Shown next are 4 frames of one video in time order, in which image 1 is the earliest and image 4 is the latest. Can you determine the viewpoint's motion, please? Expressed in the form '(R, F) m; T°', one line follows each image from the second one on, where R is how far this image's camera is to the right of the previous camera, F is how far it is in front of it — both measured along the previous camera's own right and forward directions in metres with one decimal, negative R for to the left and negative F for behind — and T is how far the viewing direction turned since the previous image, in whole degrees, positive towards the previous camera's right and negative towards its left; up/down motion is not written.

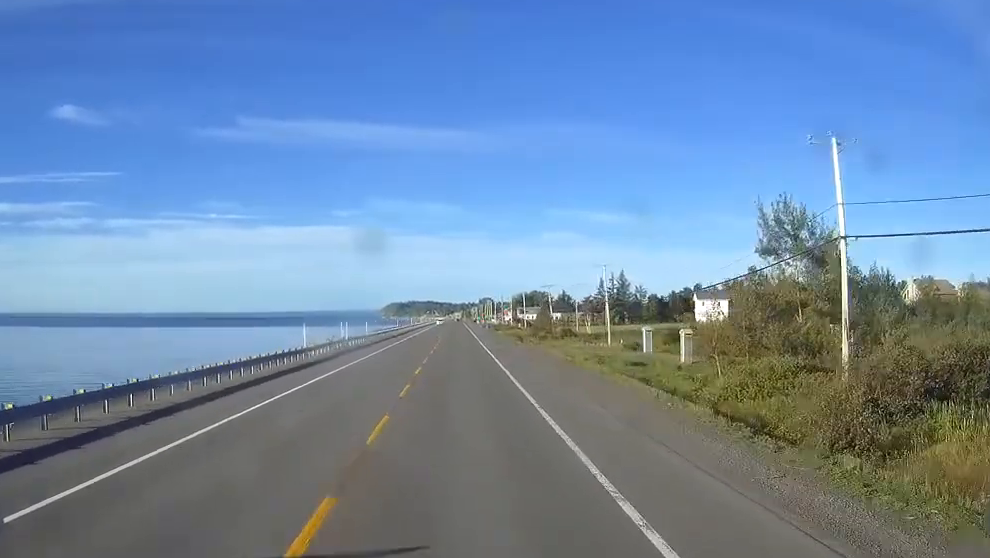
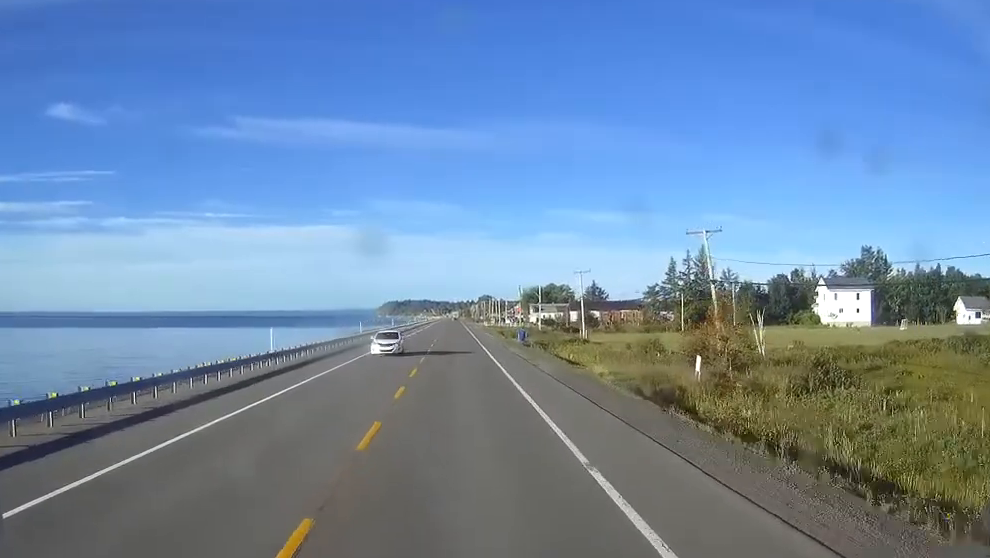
(+0.1, +91.4) m; 0°
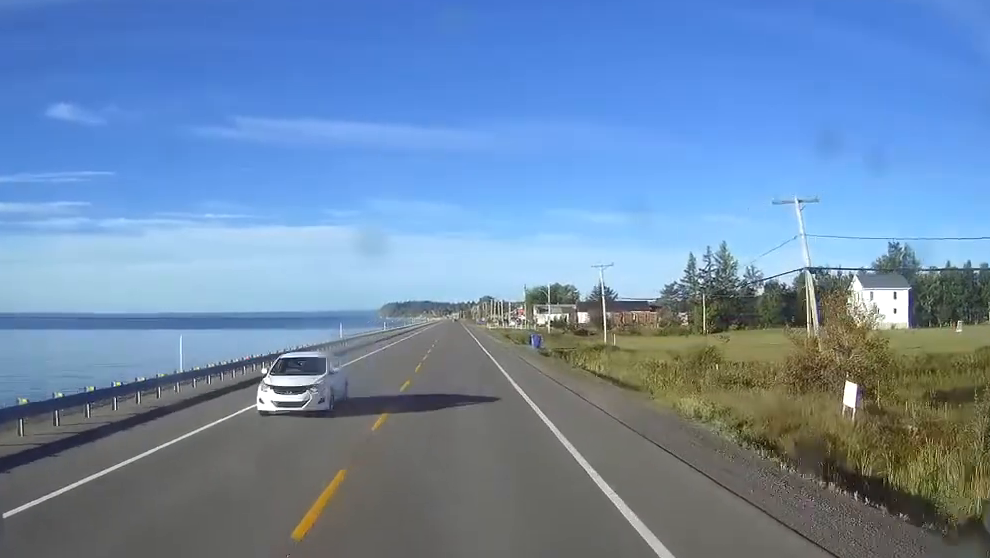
(0.0, +14.9) m; 0°
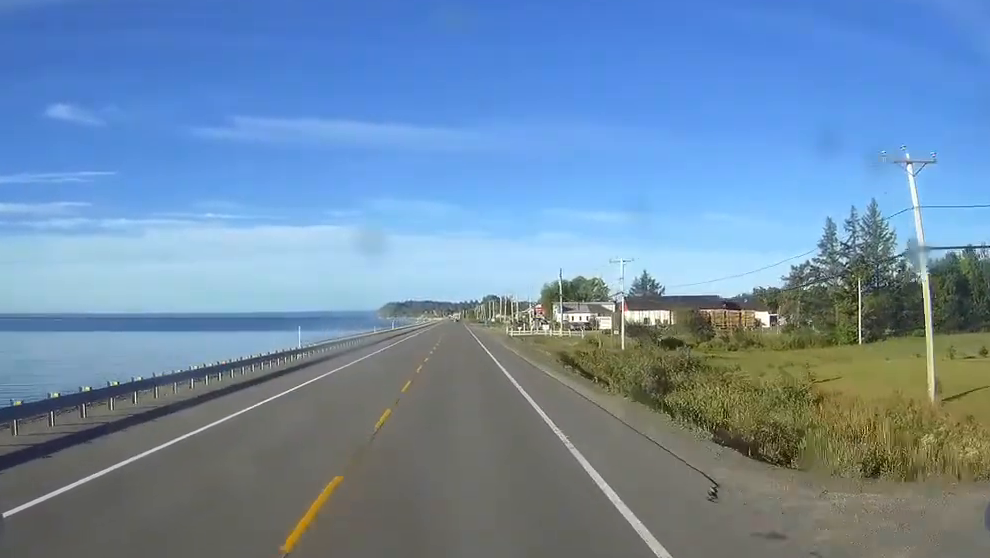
(-0.1, +63.4) m; 0°
